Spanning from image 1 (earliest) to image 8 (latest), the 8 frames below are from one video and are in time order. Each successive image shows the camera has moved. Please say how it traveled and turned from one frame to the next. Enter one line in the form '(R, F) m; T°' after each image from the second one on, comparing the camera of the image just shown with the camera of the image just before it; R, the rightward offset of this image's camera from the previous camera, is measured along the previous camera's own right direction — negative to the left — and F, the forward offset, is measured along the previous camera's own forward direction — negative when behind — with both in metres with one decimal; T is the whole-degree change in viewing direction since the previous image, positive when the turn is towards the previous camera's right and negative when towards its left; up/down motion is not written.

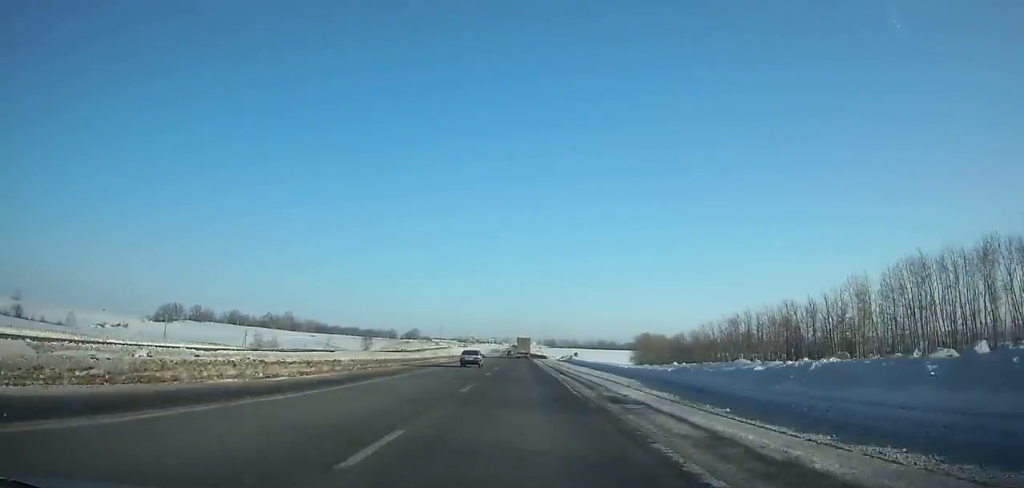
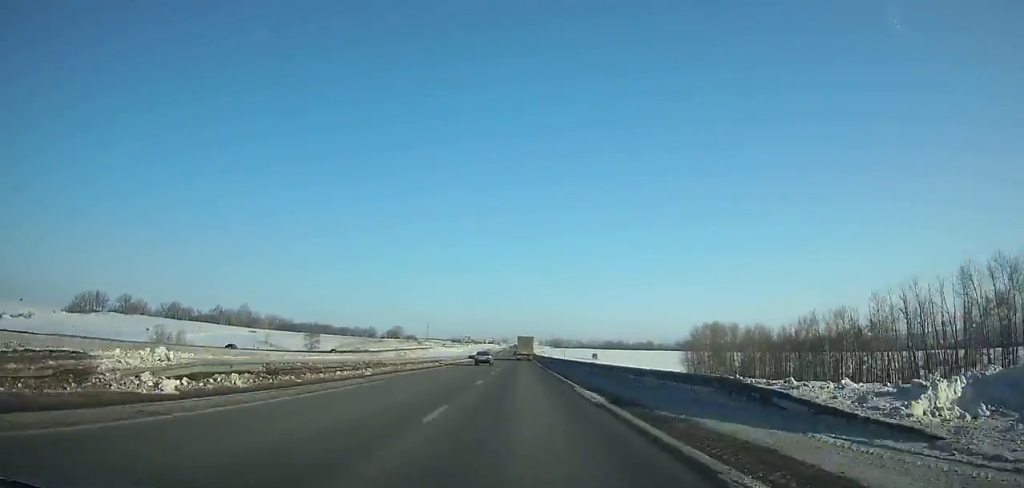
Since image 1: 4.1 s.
(0.0, +101.3) m; 0°
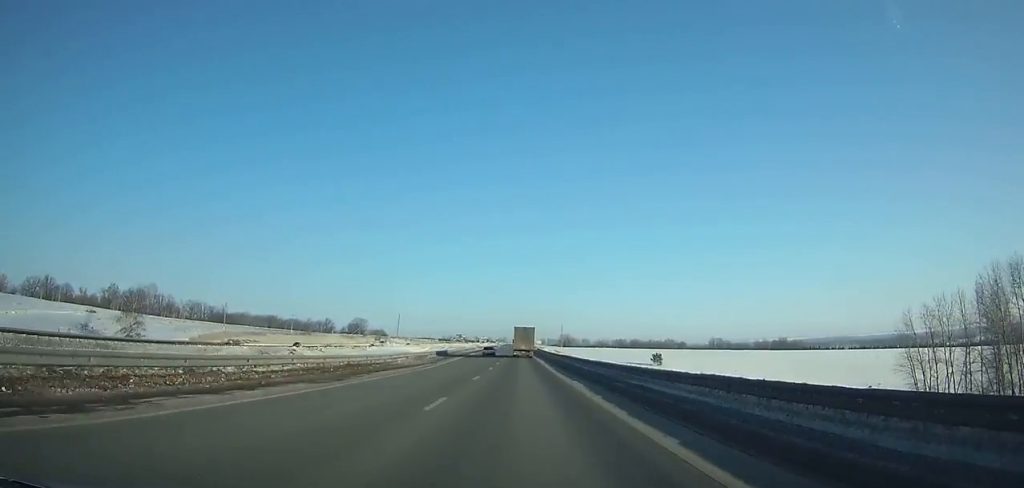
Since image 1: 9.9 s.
(-0.1, +140.1) m; 0°
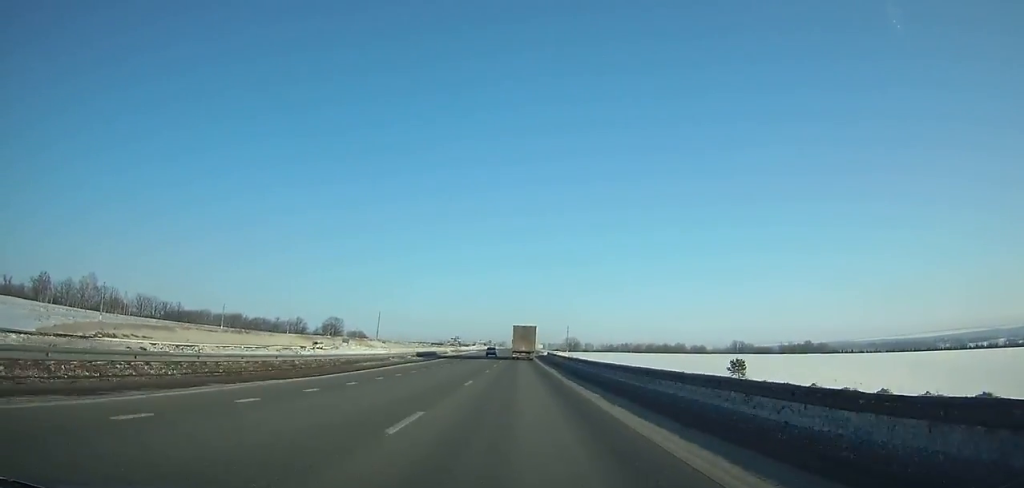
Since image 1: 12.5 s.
(0.0, +60.9) m; 0°
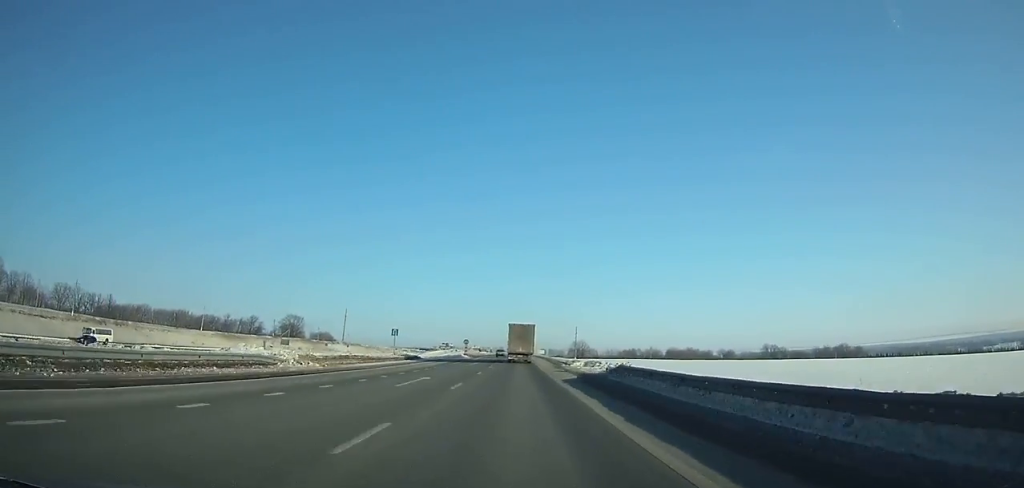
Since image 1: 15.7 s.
(+0.1, +73.4) m; 0°
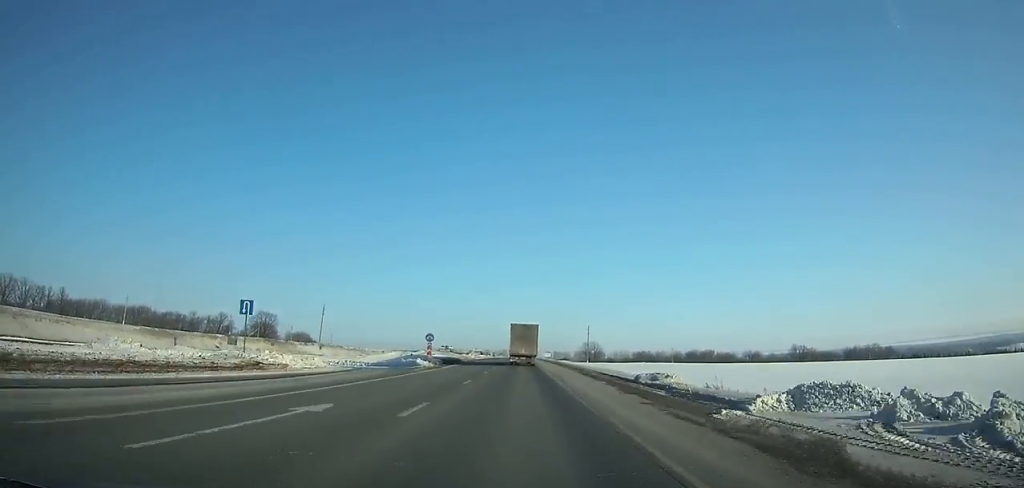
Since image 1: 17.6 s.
(0.0, +43.0) m; 0°
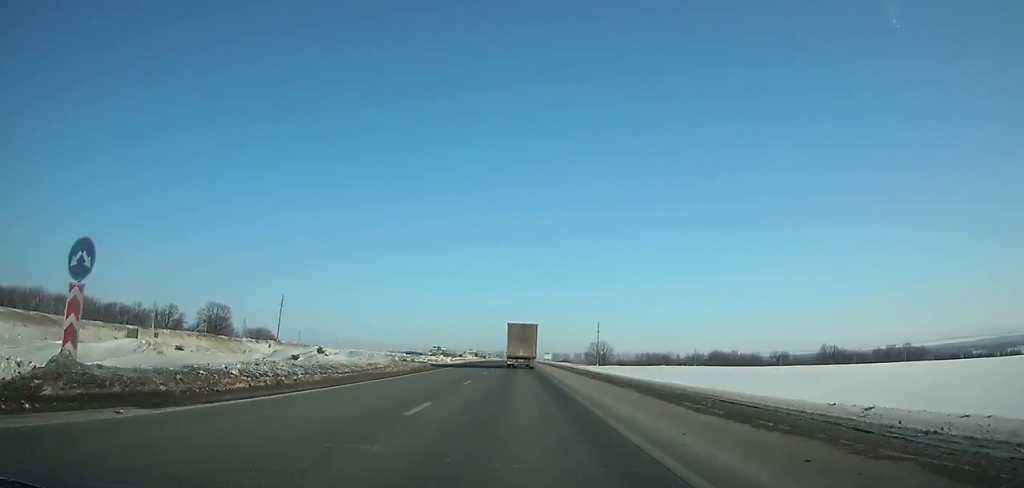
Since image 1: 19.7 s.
(0.0, +47.2) m; 0°
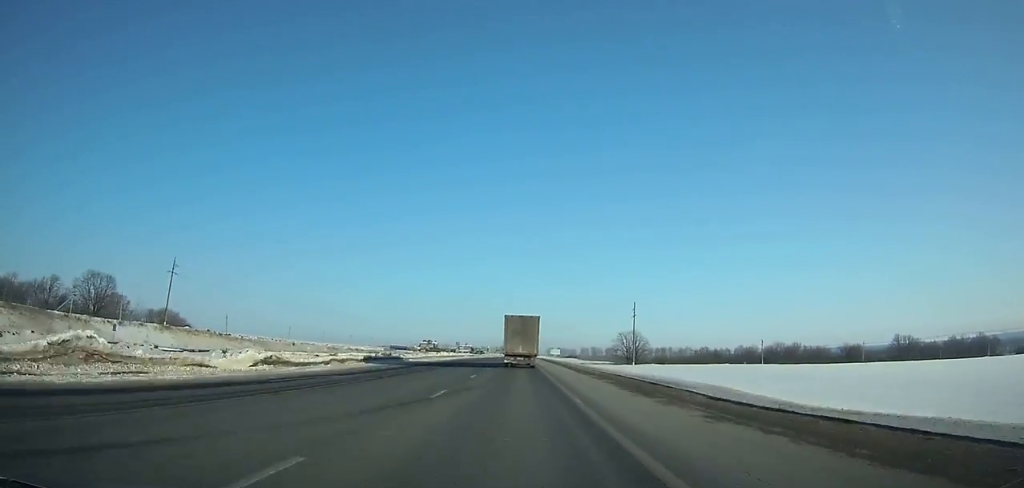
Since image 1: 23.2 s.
(-0.3, +77.8) m; 0°
